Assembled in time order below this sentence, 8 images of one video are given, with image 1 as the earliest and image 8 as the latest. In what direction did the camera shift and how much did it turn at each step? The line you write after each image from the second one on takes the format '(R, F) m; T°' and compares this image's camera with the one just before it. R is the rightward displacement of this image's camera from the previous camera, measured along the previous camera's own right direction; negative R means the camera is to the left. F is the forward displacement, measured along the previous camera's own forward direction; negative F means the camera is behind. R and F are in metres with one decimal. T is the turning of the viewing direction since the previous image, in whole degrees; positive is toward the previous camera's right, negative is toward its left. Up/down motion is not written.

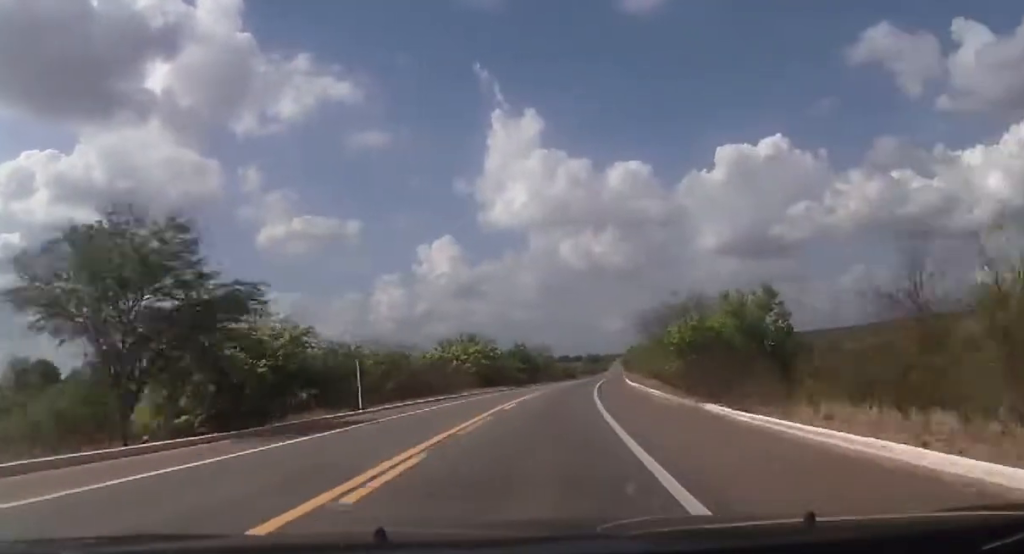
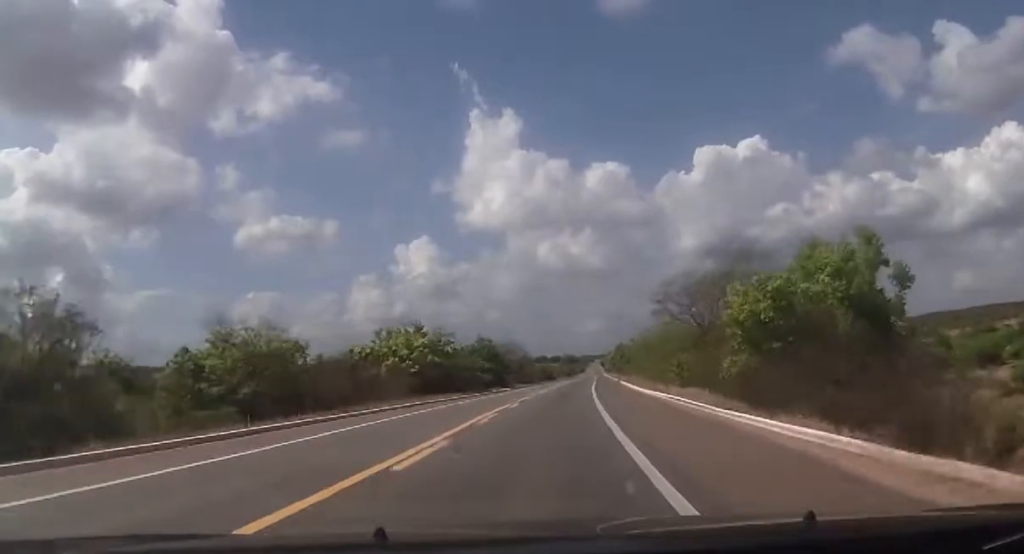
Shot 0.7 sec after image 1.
(+0.4, +23.0) m; +1°
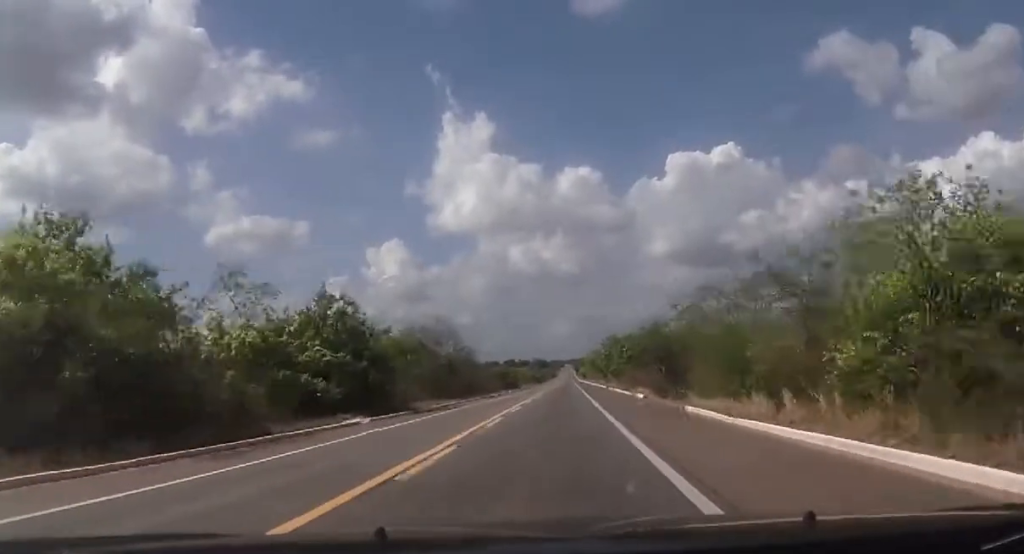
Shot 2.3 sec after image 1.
(+1.3, +51.6) m; +3°
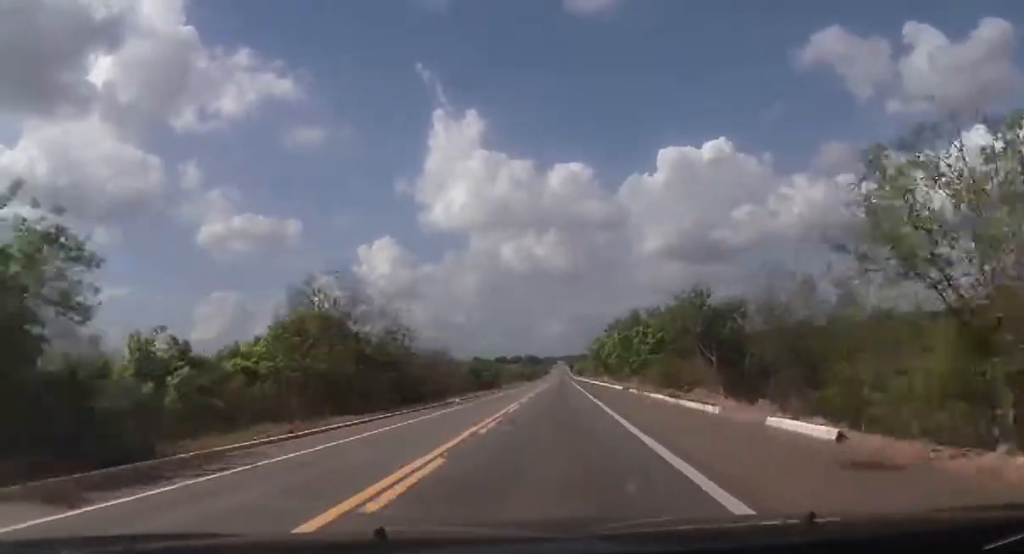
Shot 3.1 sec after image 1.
(+0.3, +27.8) m; +1°
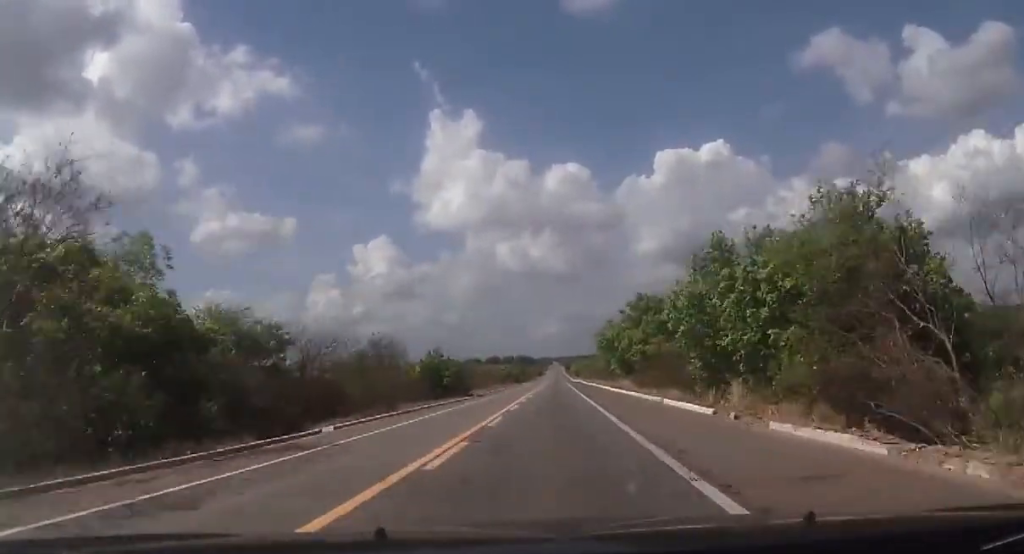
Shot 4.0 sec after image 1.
(+0.4, +30.3) m; +1°
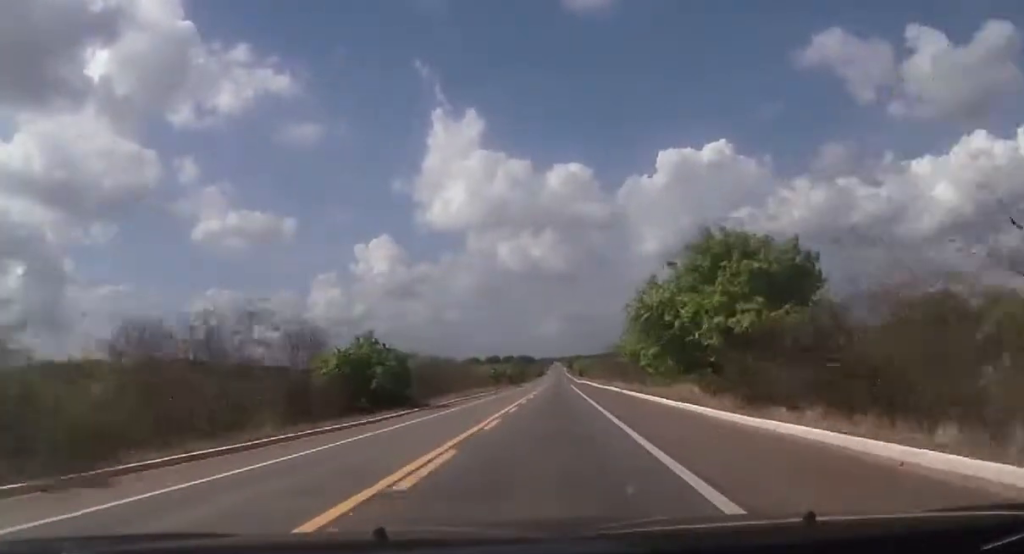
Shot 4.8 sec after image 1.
(+0.2, +27.3) m; 0°
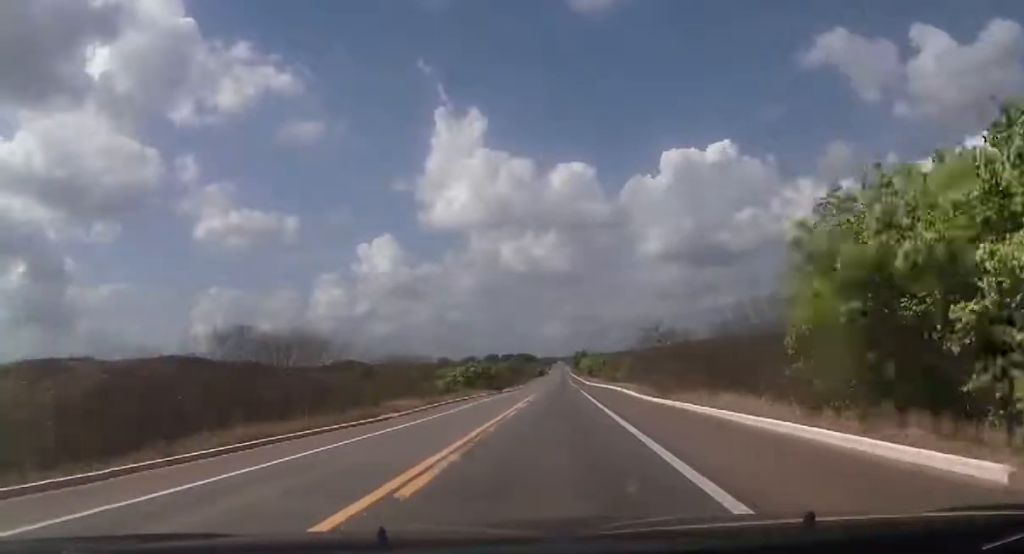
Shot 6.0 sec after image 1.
(-0.3, +42.8) m; 0°
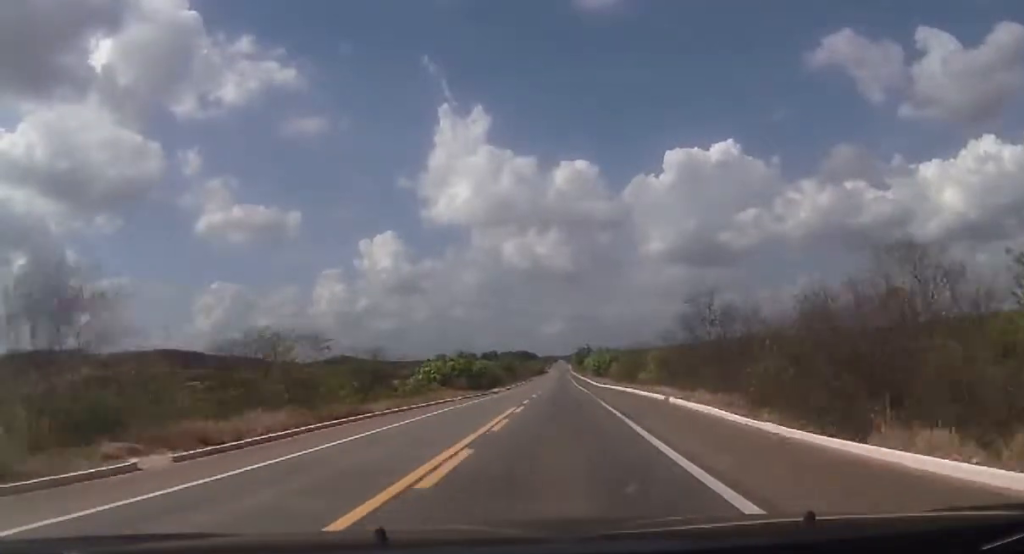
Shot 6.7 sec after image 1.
(-0.1, +23.5) m; 0°
